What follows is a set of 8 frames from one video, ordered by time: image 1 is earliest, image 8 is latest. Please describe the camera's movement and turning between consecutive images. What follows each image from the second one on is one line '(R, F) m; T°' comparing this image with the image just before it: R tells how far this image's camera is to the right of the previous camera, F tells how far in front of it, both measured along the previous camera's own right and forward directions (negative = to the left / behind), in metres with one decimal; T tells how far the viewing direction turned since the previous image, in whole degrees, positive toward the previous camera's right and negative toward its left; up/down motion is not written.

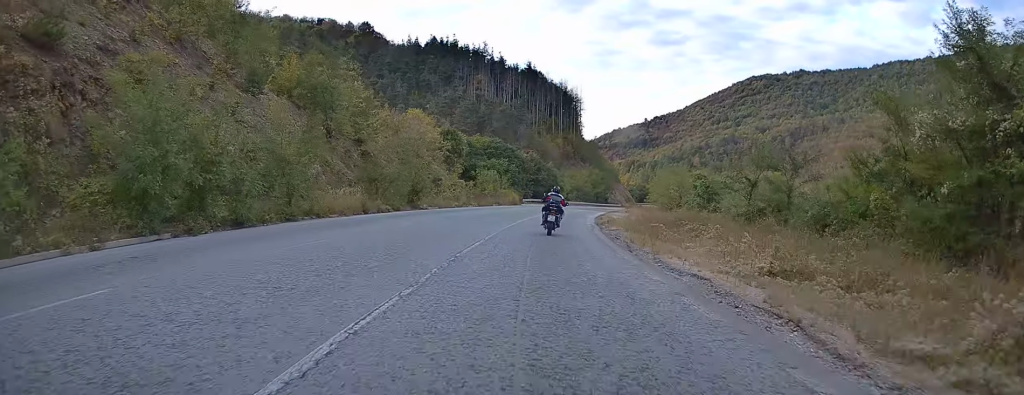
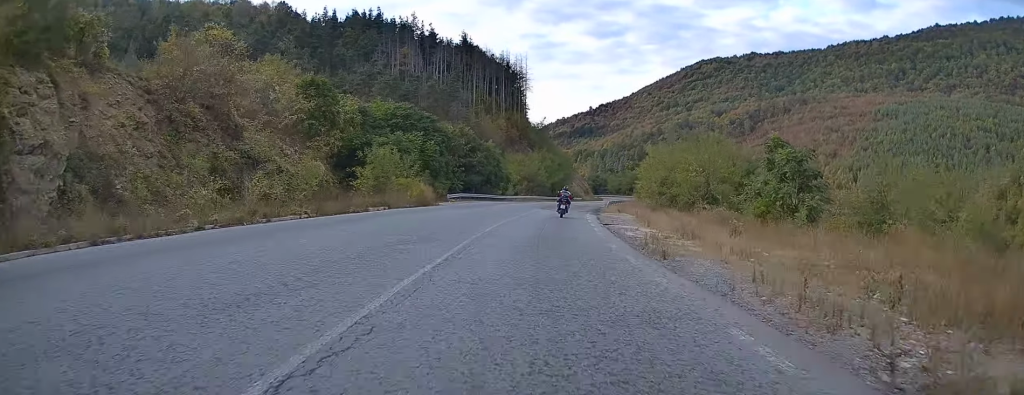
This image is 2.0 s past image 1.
(+1.3, +37.8) m; +5°
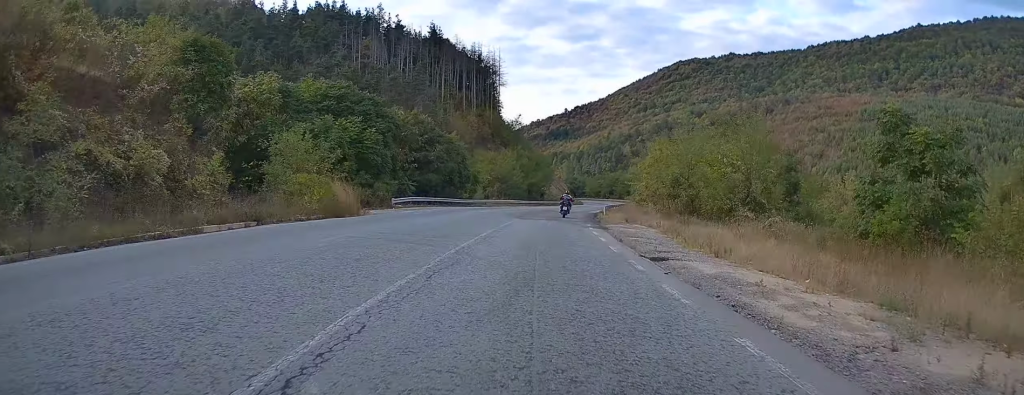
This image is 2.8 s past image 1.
(+0.3, +16.1) m; +2°
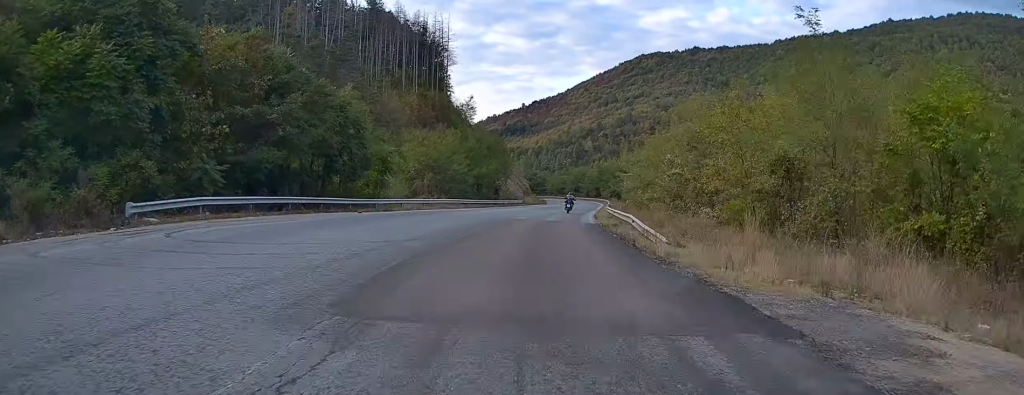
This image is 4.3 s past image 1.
(+1.5, +30.3) m; +6°
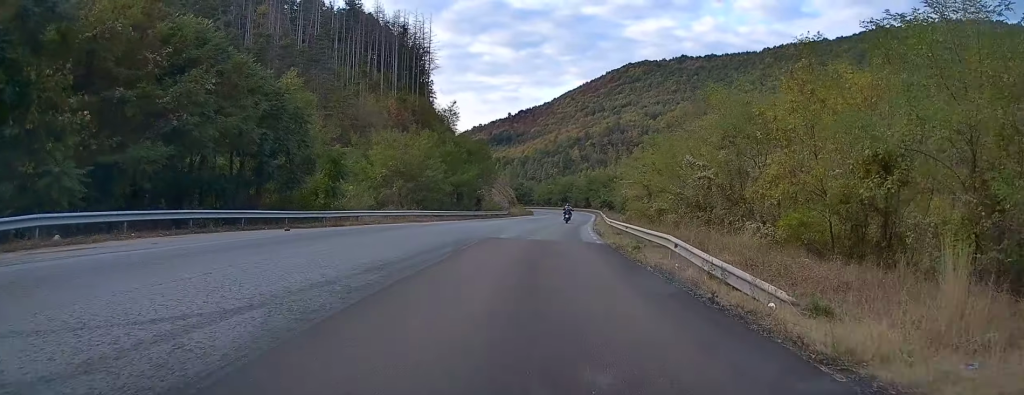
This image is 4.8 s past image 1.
(+0.1, +8.8) m; +2°
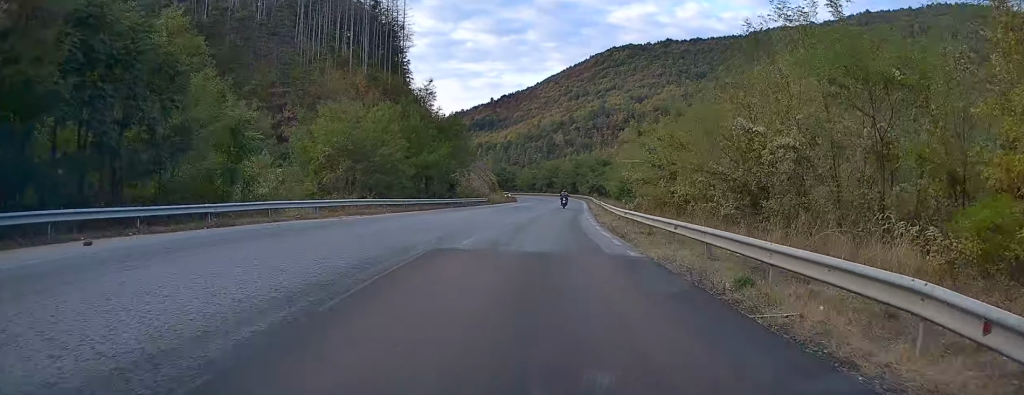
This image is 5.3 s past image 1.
(+0.4, +11.6) m; +2°
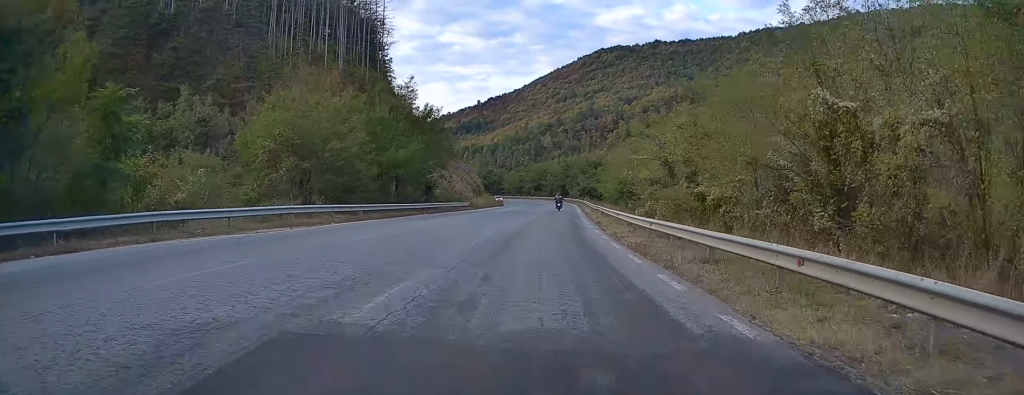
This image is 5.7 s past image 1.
(+0.1, +8.2) m; +1°
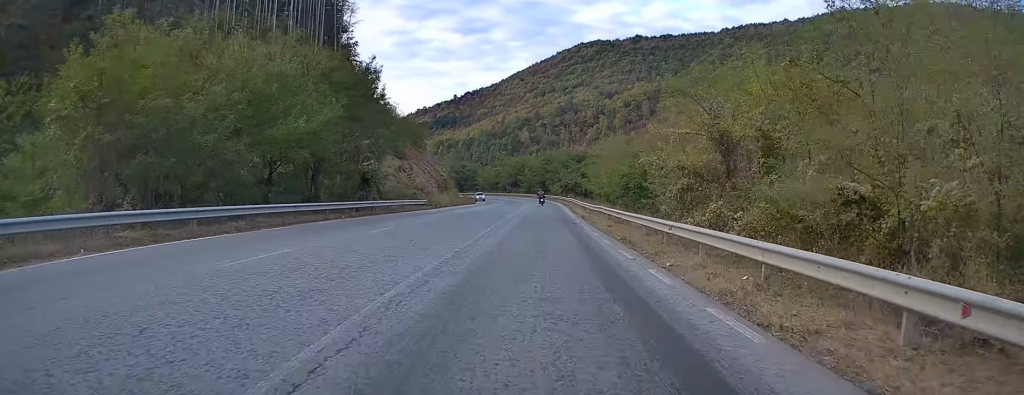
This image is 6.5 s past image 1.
(+0.2, +15.8) m; +1°
